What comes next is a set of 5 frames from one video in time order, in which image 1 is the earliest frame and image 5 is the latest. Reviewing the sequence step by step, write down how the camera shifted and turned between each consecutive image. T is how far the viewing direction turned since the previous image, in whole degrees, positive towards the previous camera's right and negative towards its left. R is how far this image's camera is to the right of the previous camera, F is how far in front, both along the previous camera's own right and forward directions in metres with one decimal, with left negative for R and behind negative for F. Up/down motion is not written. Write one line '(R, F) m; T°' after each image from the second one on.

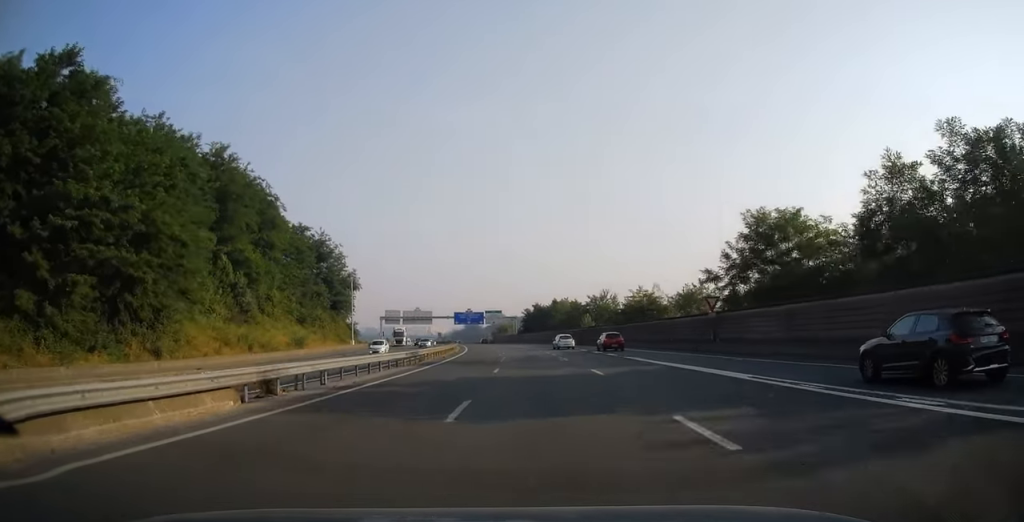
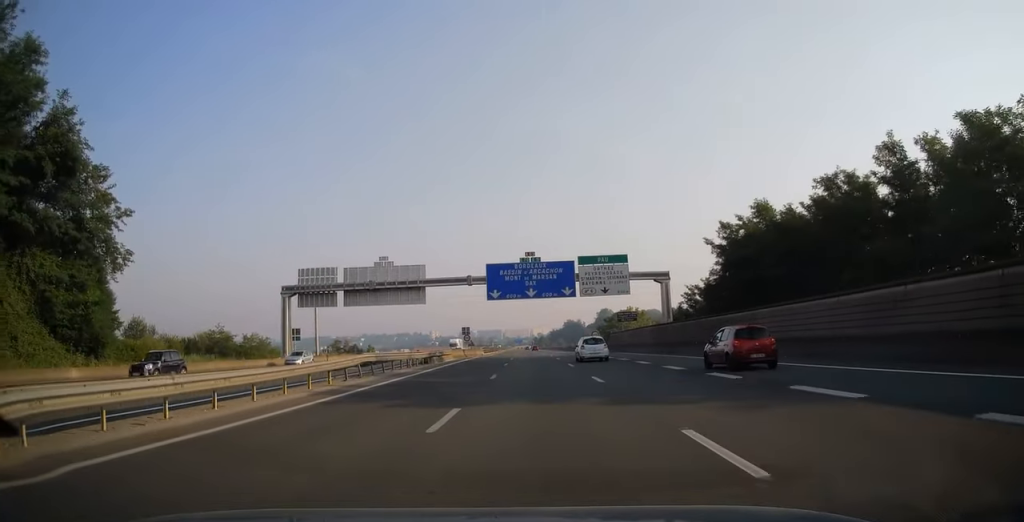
(-10.1, +117.7) m; -10°
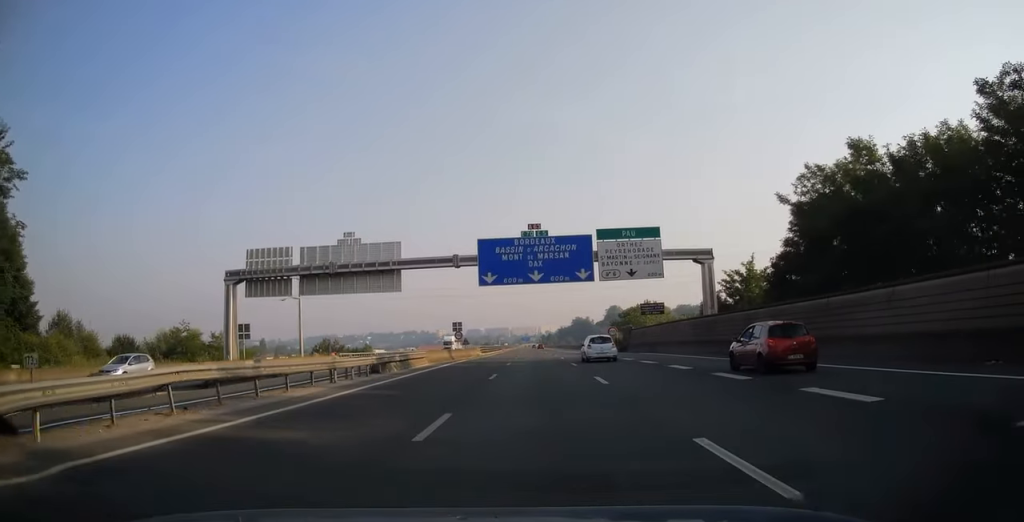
(-0.4, +13.8) m; -1°
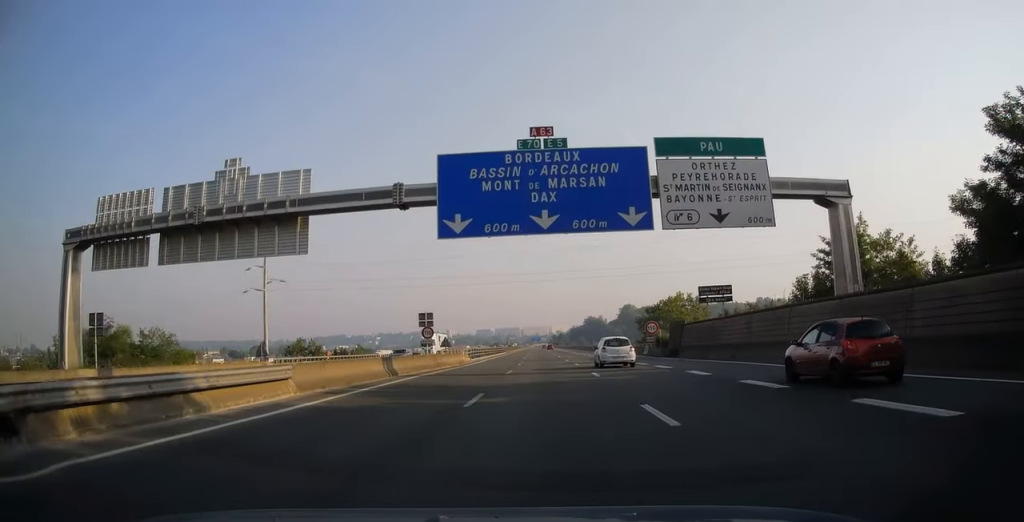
(-0.3, +21.6) m; -1°
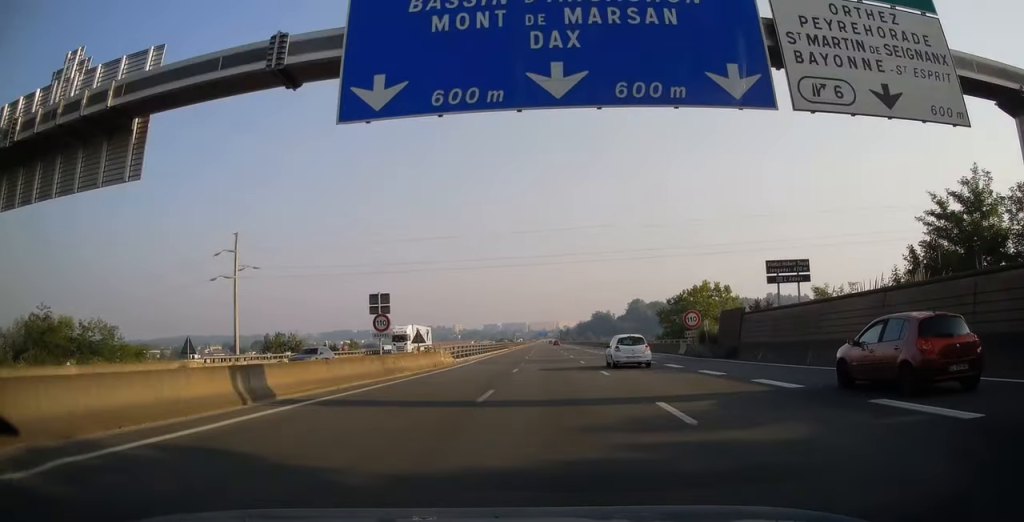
(0.0, +13.3) m; 0°
